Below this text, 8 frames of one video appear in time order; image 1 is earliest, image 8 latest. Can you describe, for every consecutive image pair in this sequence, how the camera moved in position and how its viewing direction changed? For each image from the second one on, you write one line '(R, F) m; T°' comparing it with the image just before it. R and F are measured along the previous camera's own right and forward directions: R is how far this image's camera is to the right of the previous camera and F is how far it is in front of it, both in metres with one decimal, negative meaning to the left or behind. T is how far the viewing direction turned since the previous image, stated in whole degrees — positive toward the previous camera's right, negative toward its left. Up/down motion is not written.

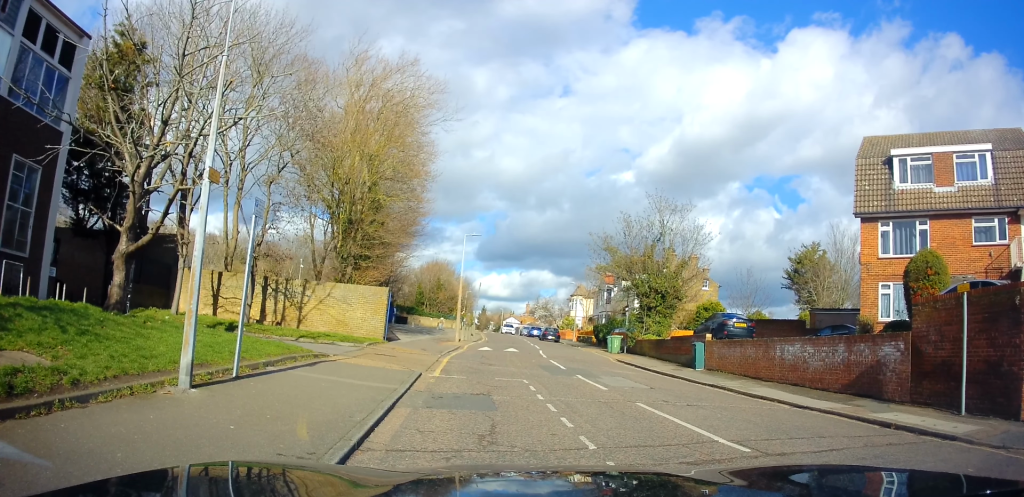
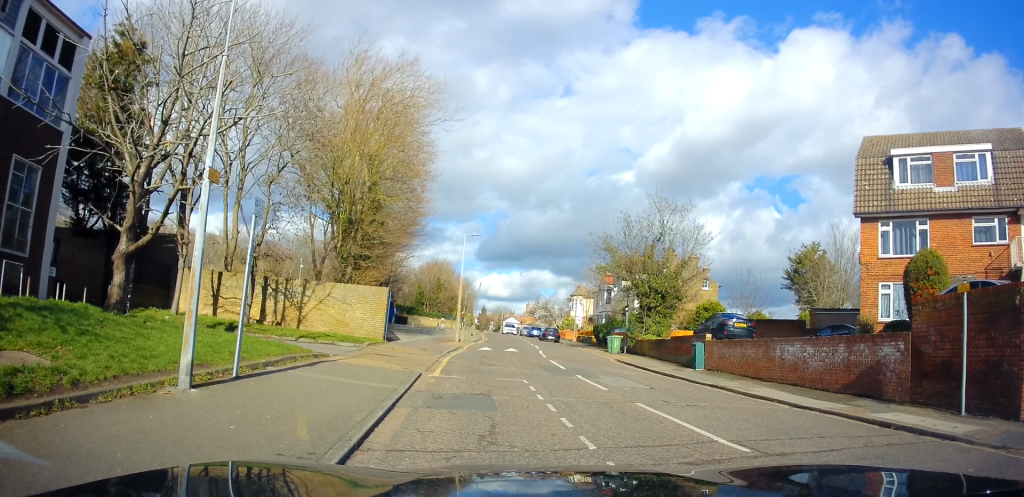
(0.0, 0.0) m; 0°
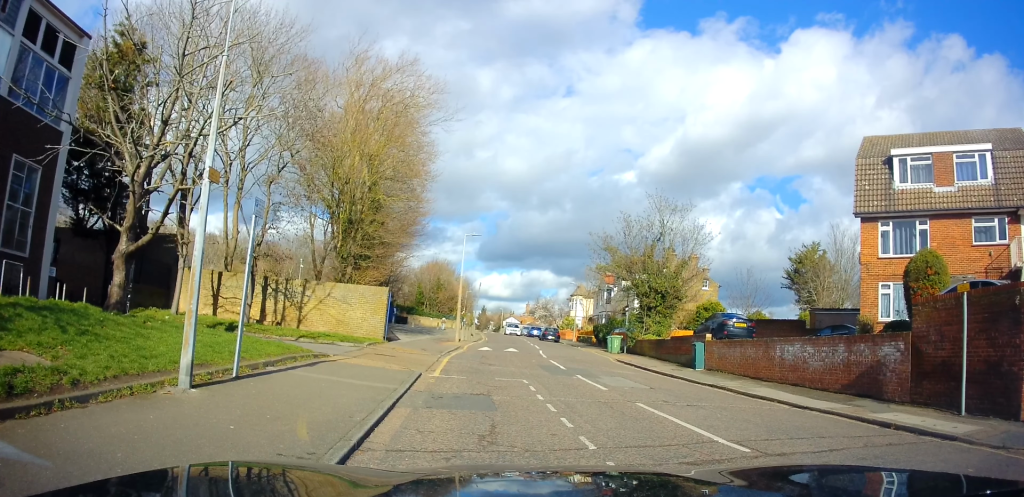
(0.0, 0.0) m; 0°
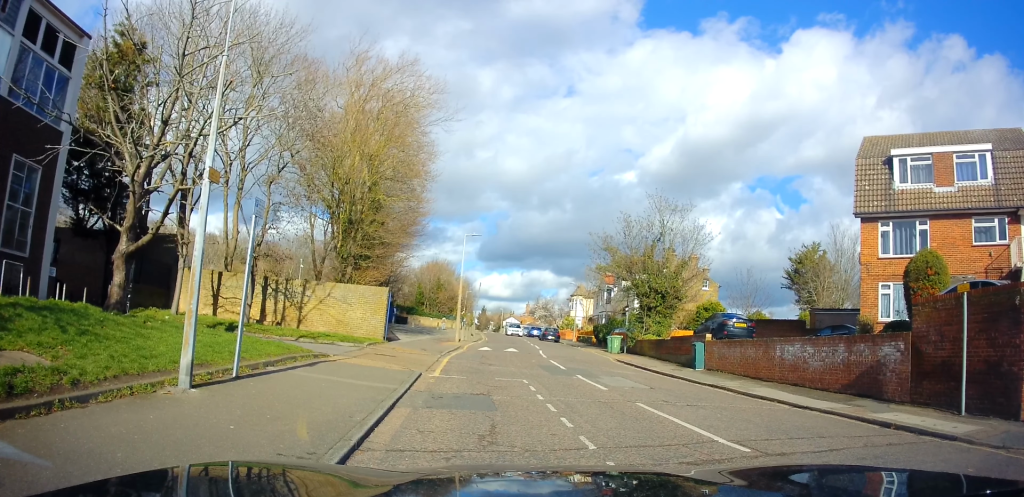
(0.0, 0.0) m; 0°
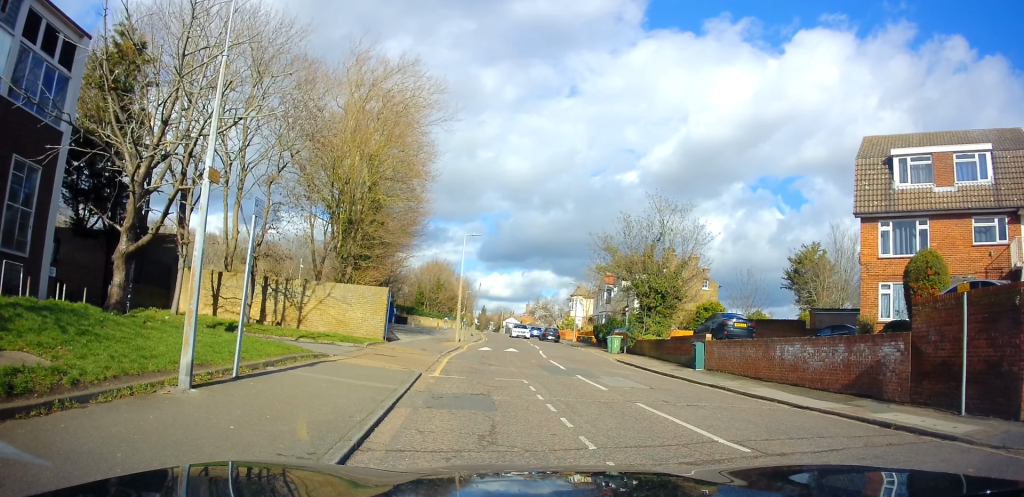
(0.0, +0.2) m; 0°
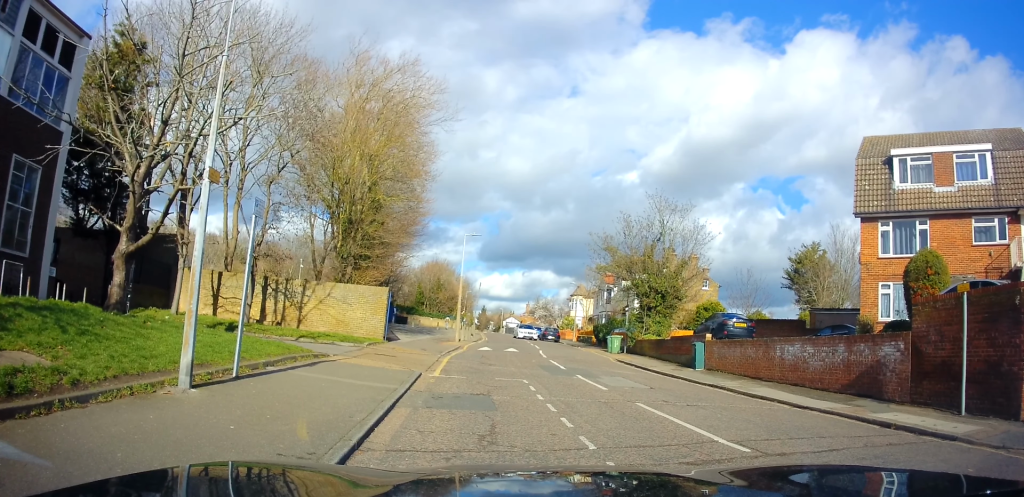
(0.0, 0.0) m; 0°
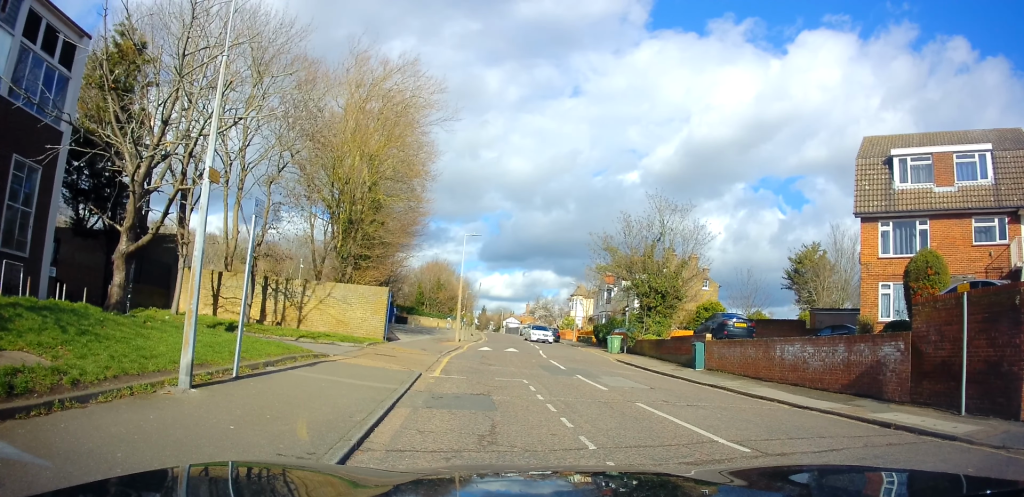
(0.0, +0.2) m; 0°
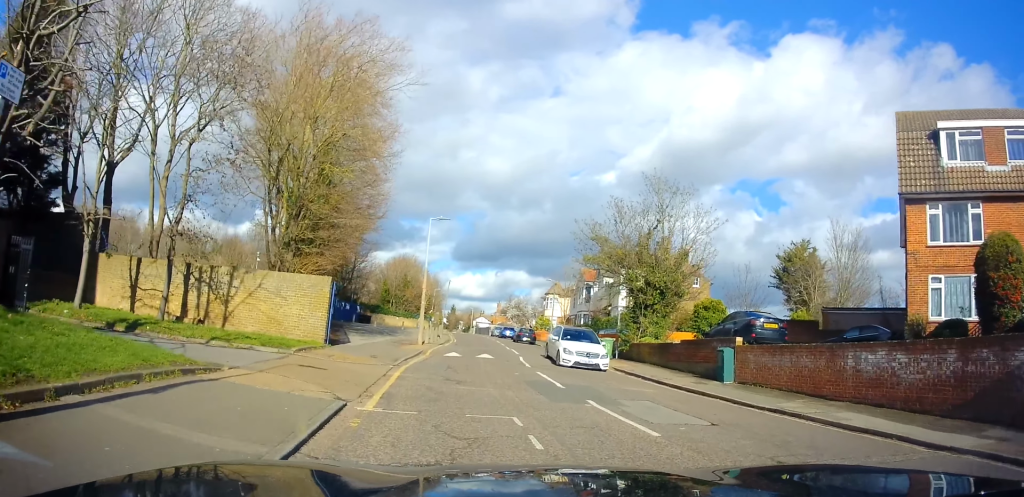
(+0.1, +4.3) m; +2°
